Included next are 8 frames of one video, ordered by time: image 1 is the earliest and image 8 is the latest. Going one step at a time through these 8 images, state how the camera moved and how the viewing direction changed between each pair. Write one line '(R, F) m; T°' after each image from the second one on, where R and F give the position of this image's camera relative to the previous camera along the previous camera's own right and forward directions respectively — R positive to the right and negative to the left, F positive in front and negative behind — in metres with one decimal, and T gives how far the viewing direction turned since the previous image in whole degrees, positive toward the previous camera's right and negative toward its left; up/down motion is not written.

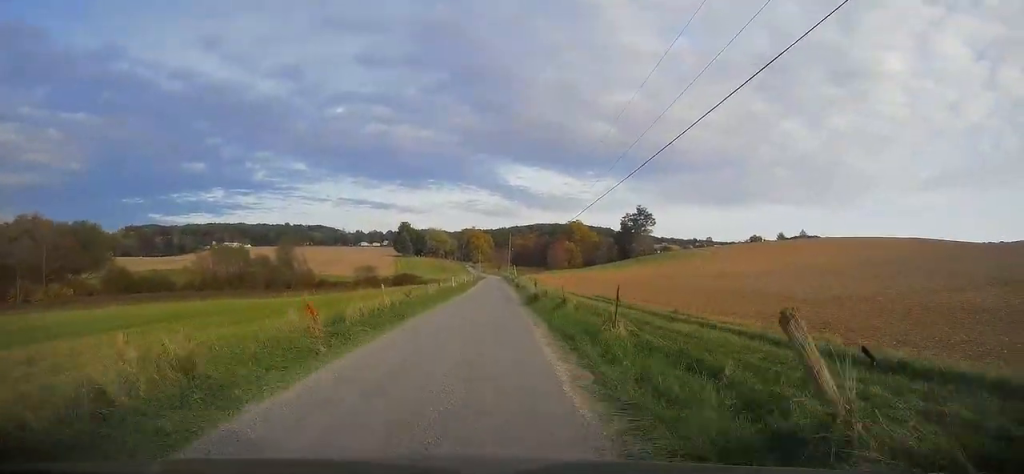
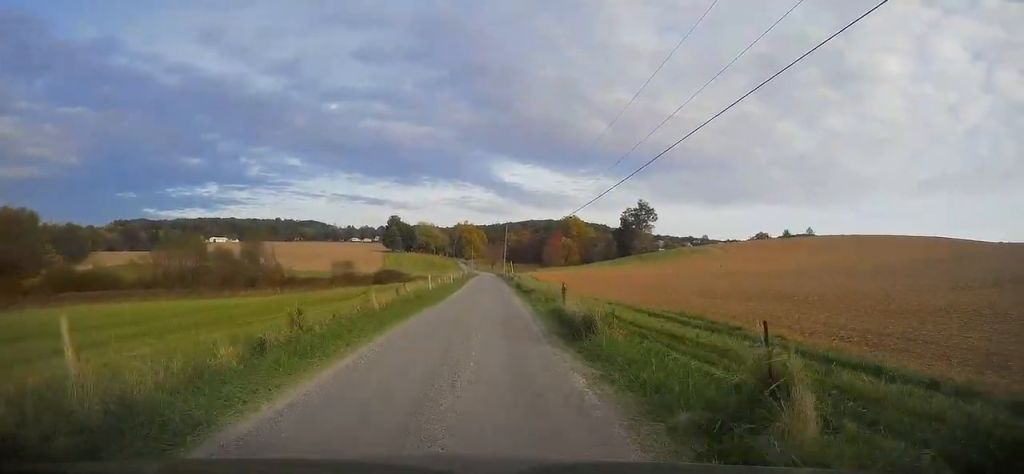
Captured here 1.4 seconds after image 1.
(0.0, +15.0) m; 0°
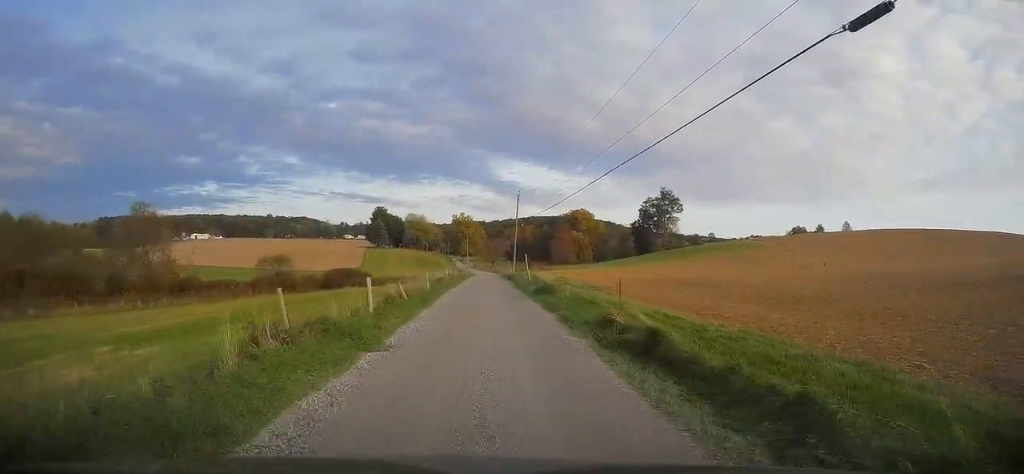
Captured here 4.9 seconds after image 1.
(+0.1, +38.0) m; 0°
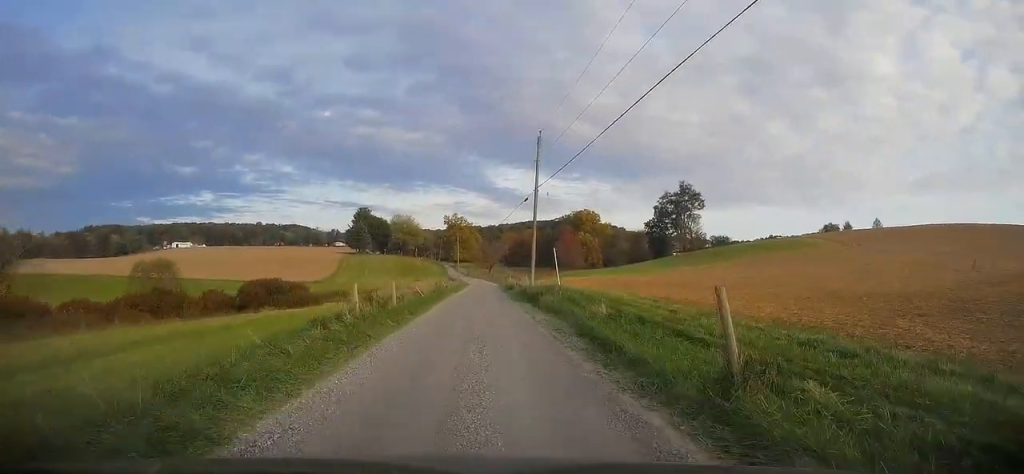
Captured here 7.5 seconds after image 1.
(-0.1, +30.5) m; 0°
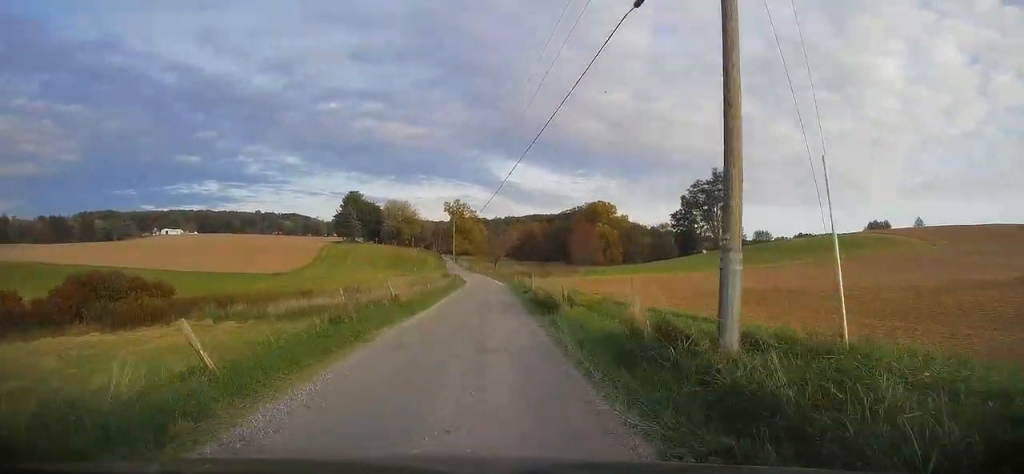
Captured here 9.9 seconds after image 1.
(0.0, +28.3) m; 0°
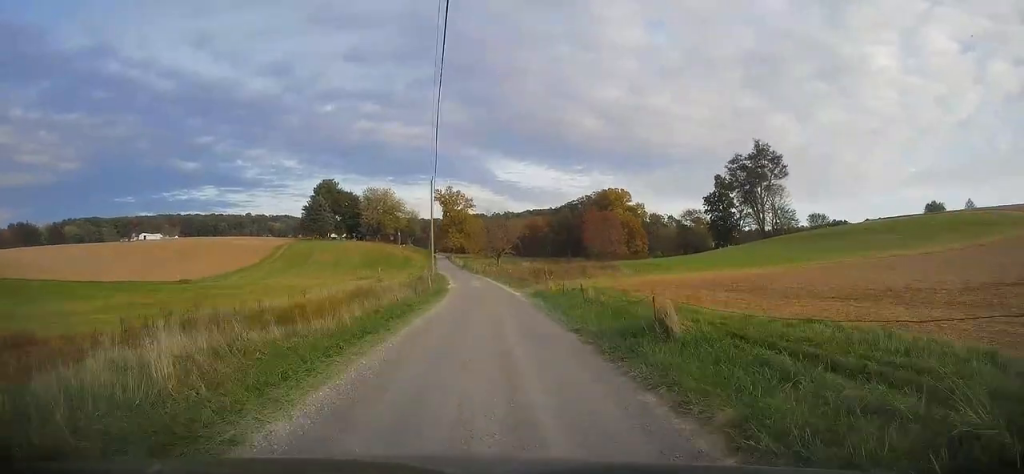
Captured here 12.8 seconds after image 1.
(+0.1, +34.9) m; 0°
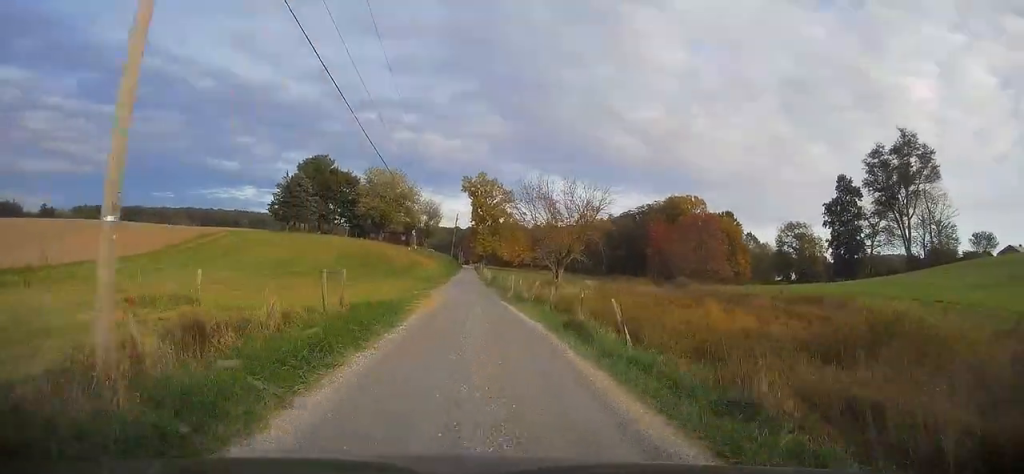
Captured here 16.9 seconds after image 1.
(-1.8, +47.0) m; -5°
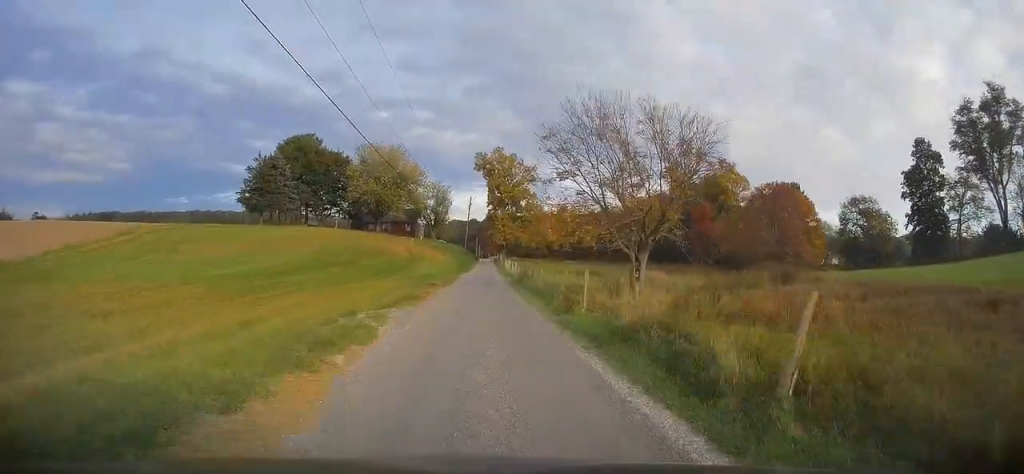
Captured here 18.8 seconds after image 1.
(-0.6, +22.6) m; -2°
